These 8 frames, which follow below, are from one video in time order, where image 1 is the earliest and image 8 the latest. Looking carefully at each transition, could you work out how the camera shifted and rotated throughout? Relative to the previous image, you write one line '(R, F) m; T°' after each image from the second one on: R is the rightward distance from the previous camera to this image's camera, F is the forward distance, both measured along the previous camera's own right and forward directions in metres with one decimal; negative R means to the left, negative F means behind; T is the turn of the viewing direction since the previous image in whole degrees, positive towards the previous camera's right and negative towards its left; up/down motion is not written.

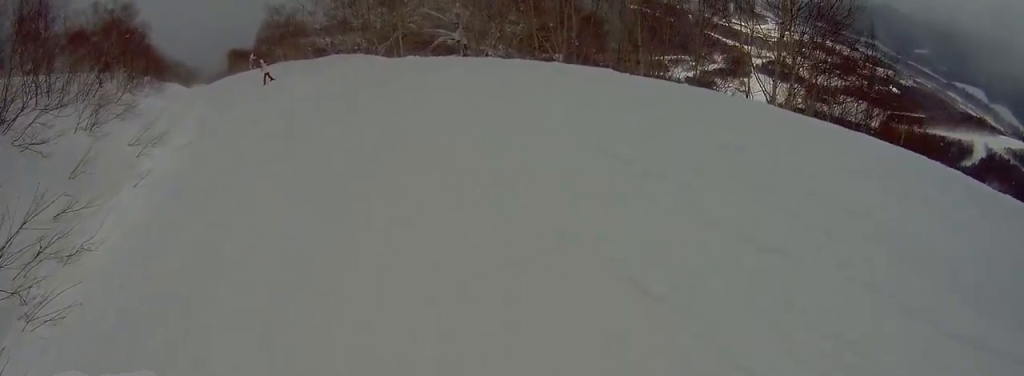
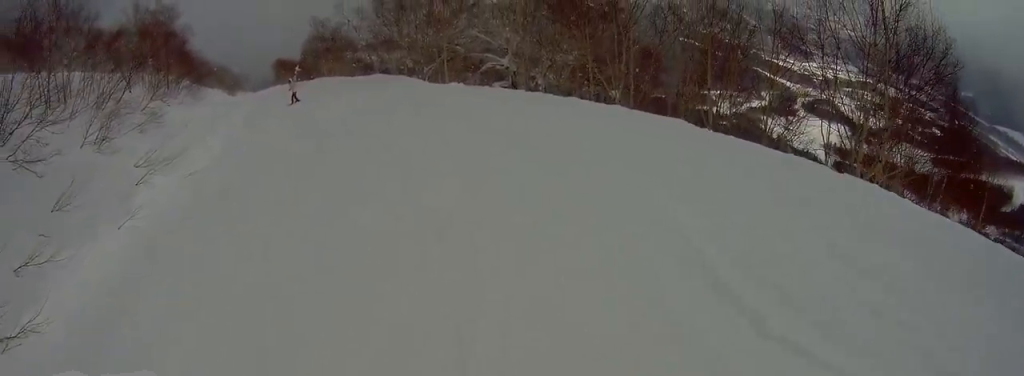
(0.0, +1.4) m; -1°
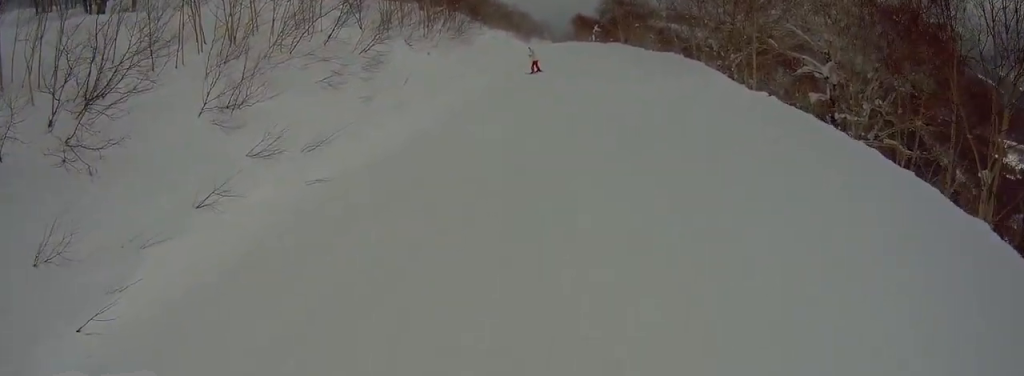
(0.0, +4.7) m; 0°
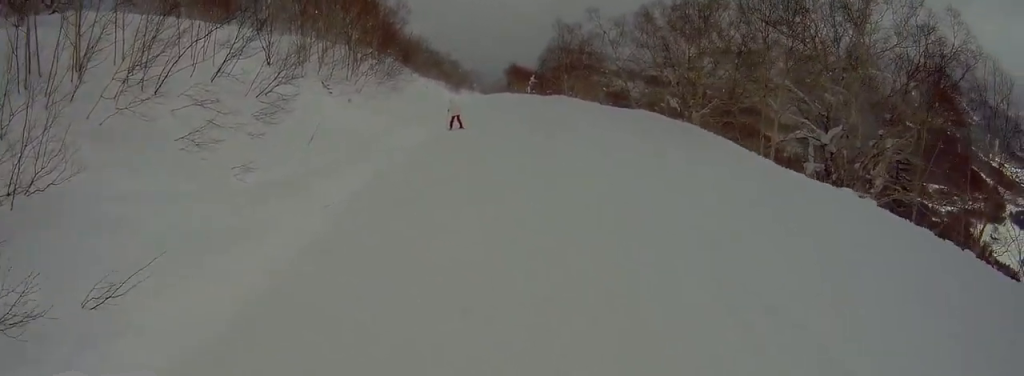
(0.0, +4.5) m; 0°
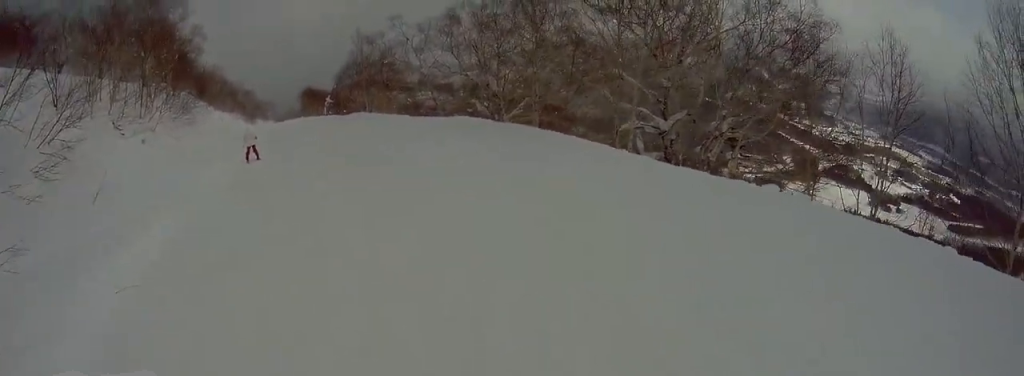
(0.0, +2.0) m; +1°
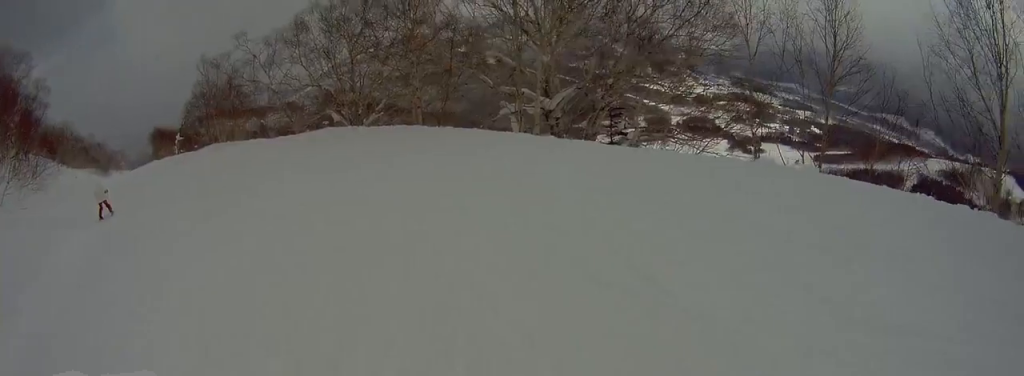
(0.0, +2.0) m; +2°
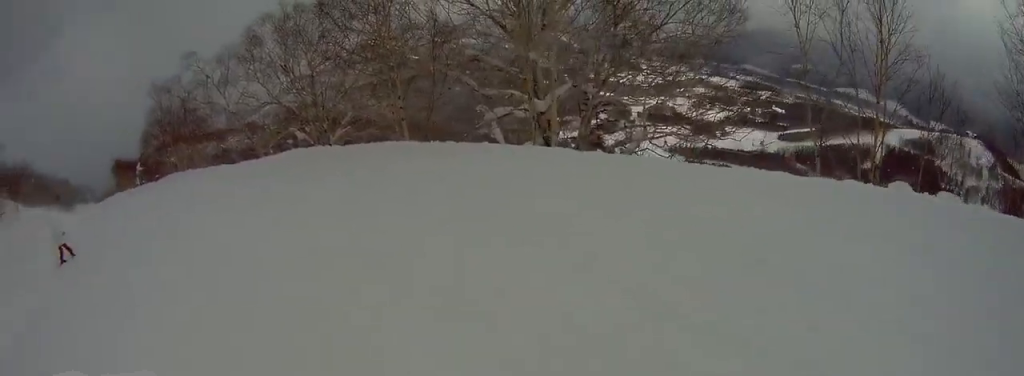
(+0.1, +2.3) m; 0°
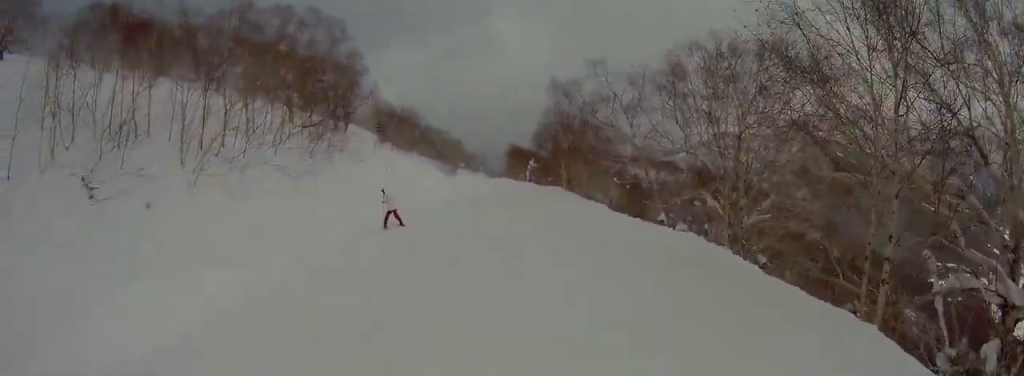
(-0.1, +5.5) m; -4°
